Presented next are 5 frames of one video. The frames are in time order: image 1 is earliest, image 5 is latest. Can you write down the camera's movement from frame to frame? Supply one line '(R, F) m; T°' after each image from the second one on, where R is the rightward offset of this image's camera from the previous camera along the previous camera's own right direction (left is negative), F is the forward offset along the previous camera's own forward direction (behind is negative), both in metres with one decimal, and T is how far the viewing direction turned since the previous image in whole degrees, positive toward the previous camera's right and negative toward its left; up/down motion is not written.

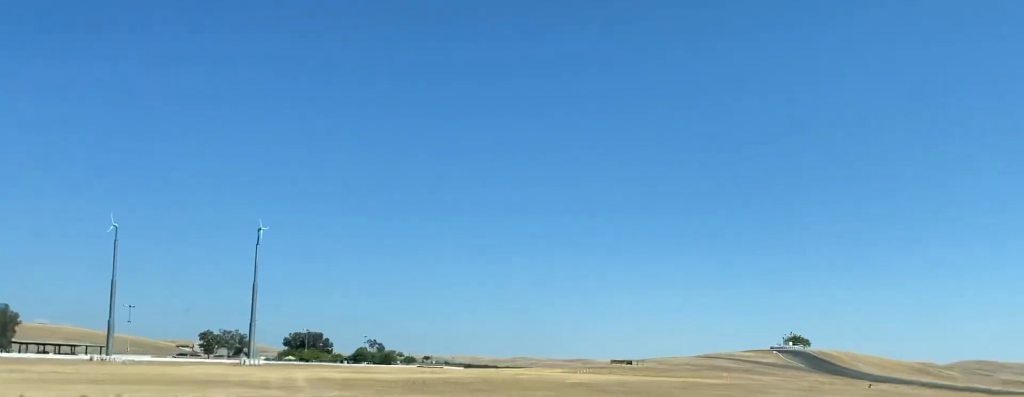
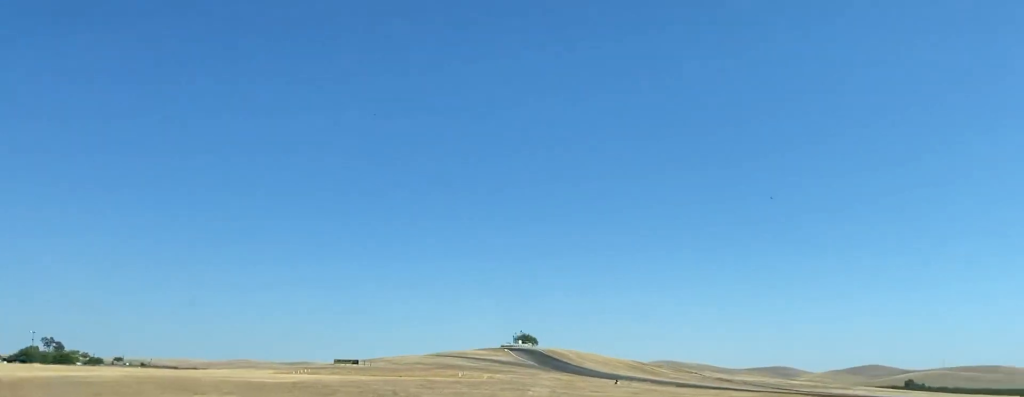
(+3.9, +25.2) m; +16°
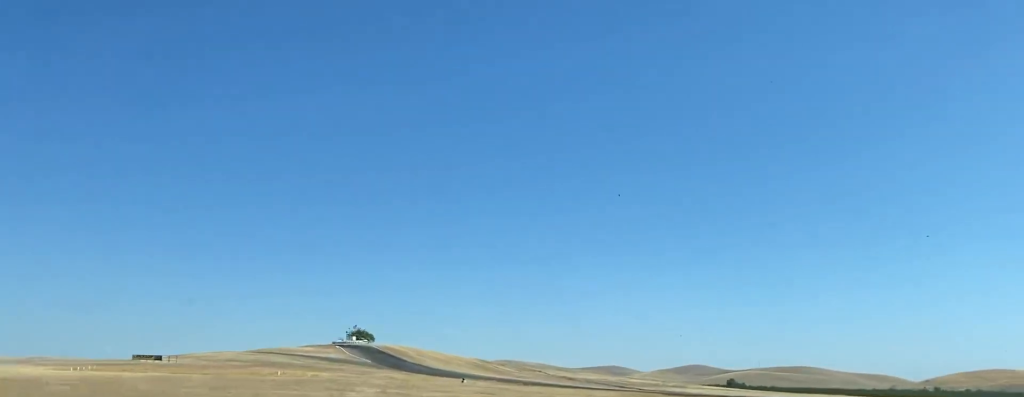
(+1.3, +18.1) m; +10°
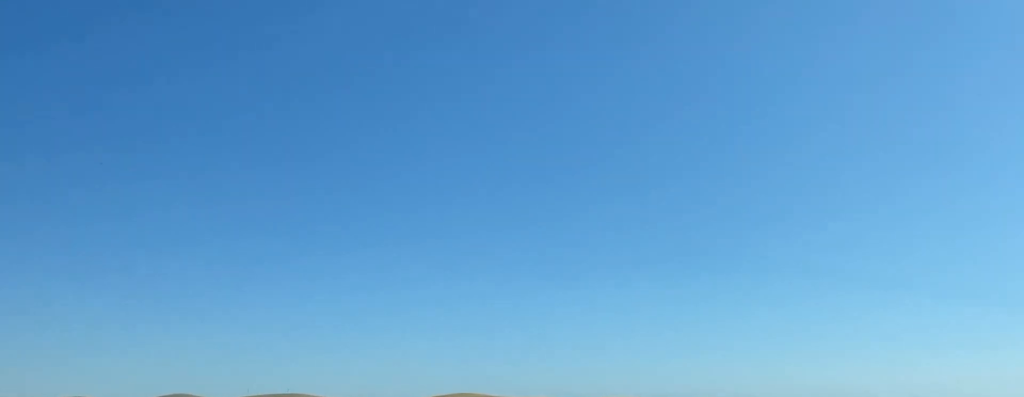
(+5.0, +75.7) m; -22°
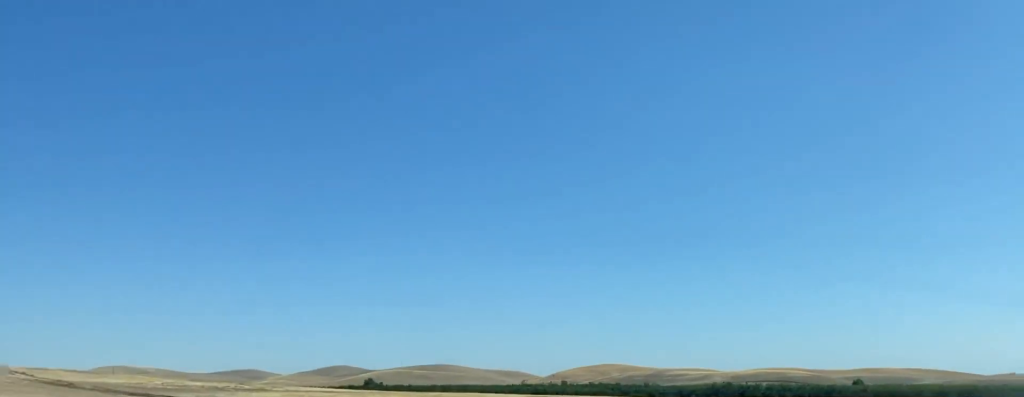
(-5.5, +22.2) m; -23°
